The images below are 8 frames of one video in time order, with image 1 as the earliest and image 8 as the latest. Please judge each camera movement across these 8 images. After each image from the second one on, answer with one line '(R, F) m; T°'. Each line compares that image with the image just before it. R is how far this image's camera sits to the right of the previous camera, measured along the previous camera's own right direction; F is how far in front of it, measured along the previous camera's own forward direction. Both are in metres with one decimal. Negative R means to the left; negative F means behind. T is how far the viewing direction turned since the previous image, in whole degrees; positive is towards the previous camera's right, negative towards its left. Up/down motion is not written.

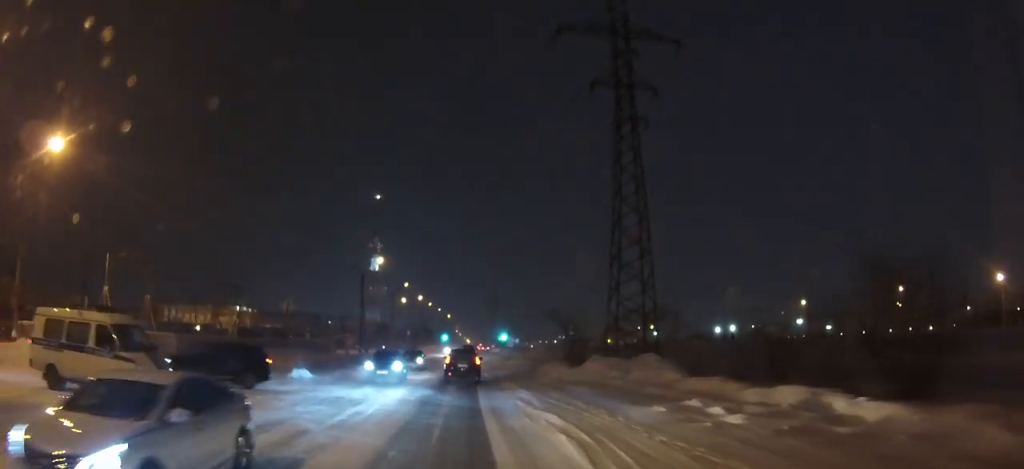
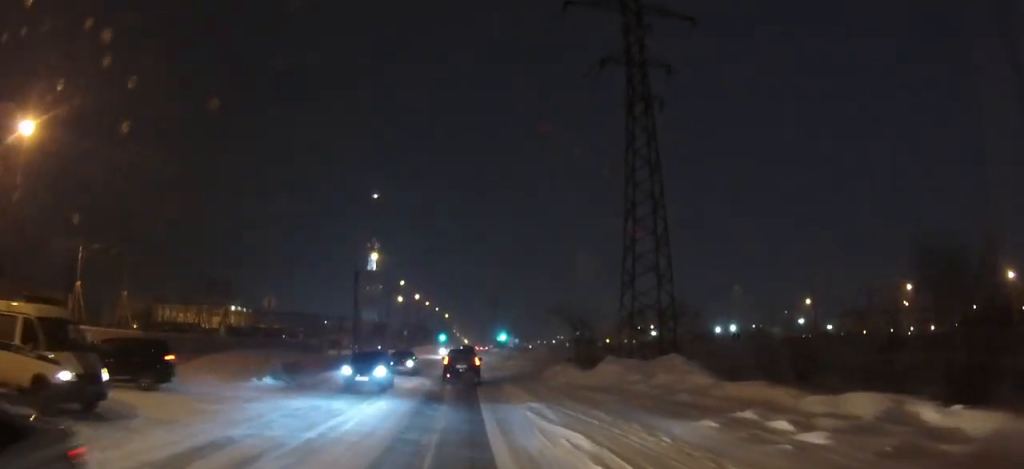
(0.0, +3.6) m; 0°
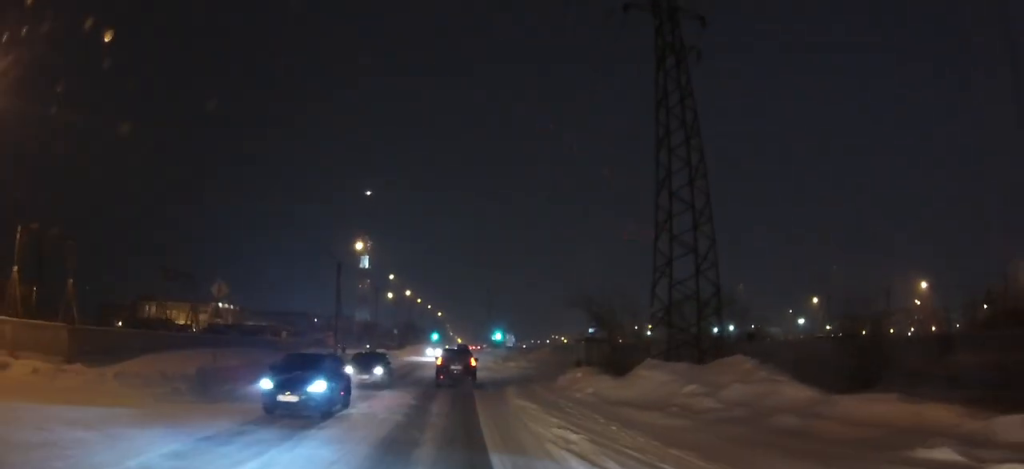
(0.0, +6.6) m; 0°
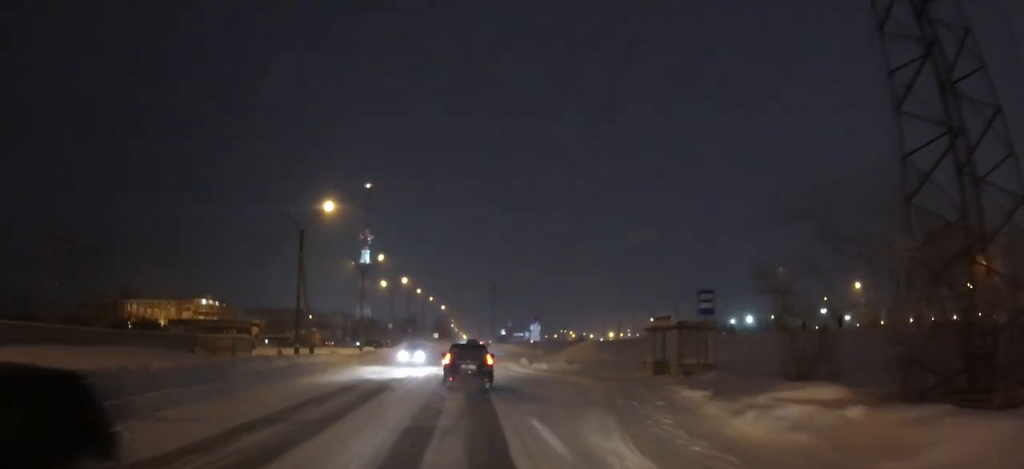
(+0.1, +16.8) m; +1°
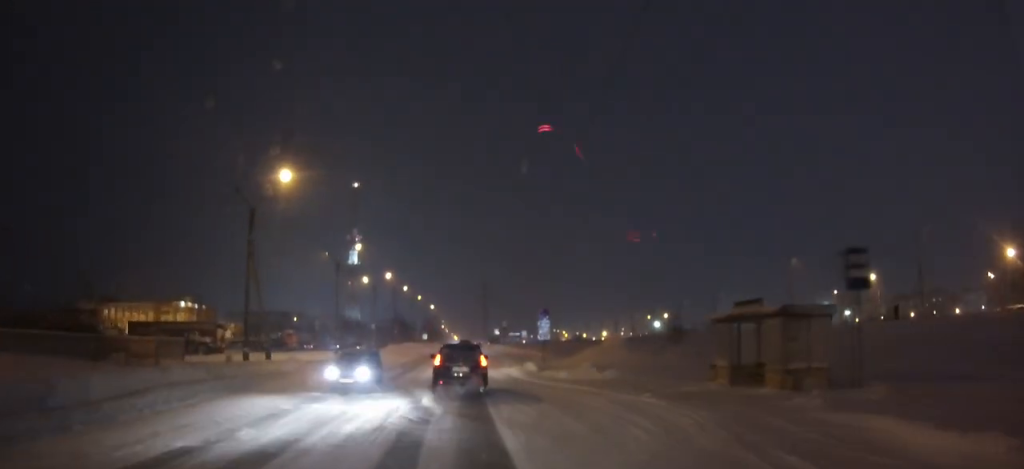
(0.0, +9.7) m; 0°
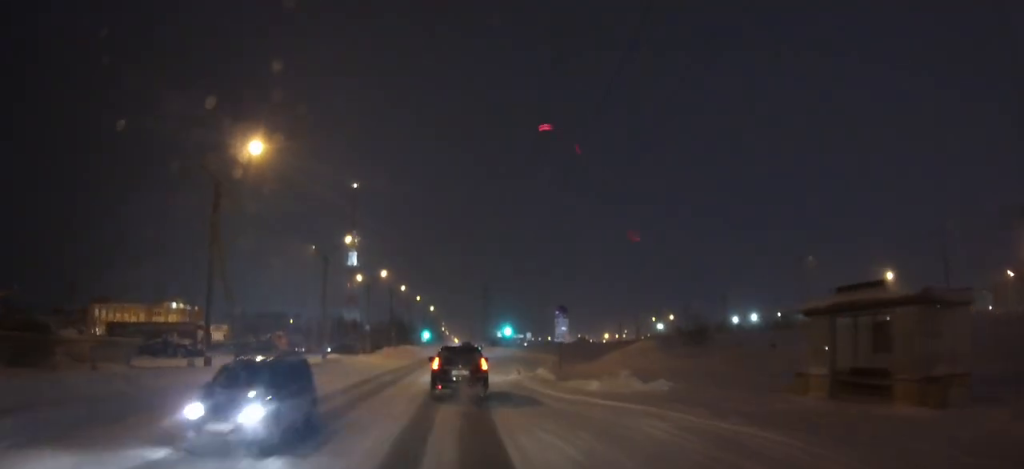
(0.0, +6.1) m; 0°
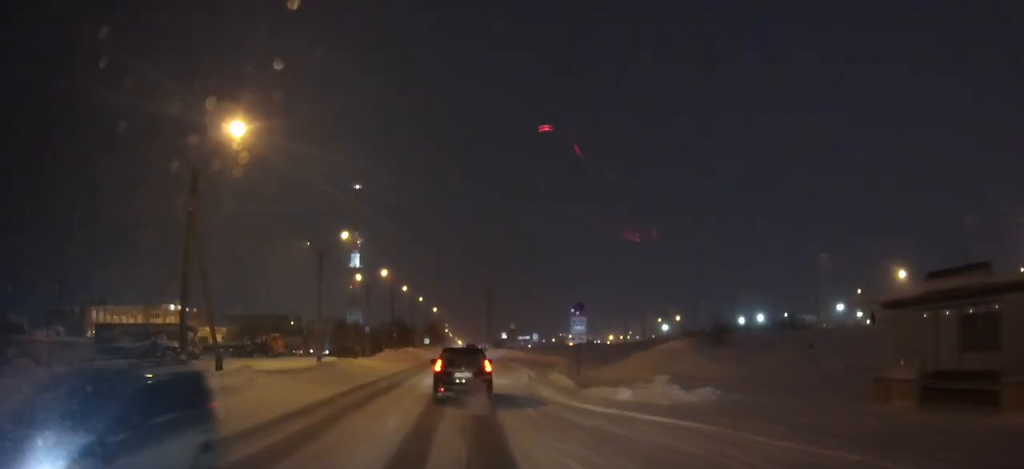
(0.0, +3.3) m; 0°
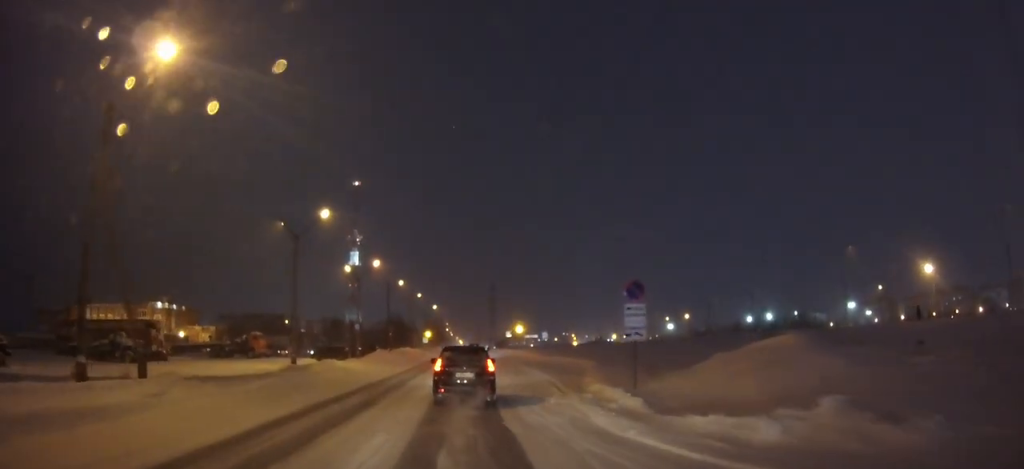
(+0.1, +8.4) m; +1°
